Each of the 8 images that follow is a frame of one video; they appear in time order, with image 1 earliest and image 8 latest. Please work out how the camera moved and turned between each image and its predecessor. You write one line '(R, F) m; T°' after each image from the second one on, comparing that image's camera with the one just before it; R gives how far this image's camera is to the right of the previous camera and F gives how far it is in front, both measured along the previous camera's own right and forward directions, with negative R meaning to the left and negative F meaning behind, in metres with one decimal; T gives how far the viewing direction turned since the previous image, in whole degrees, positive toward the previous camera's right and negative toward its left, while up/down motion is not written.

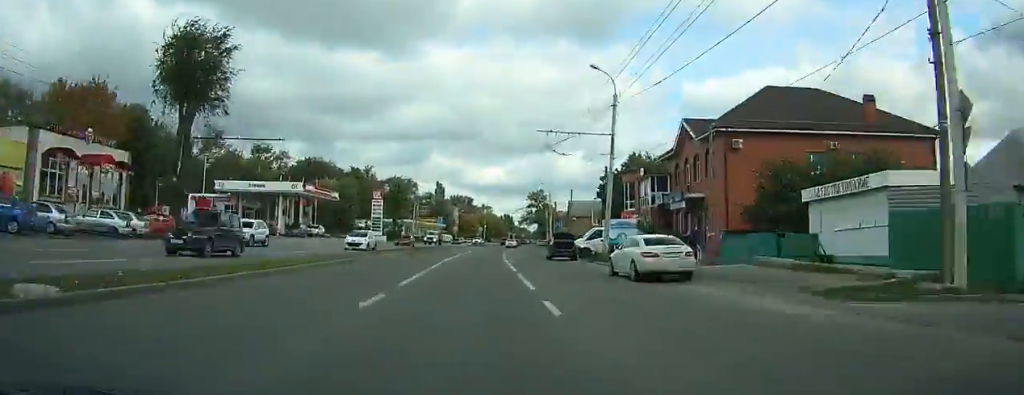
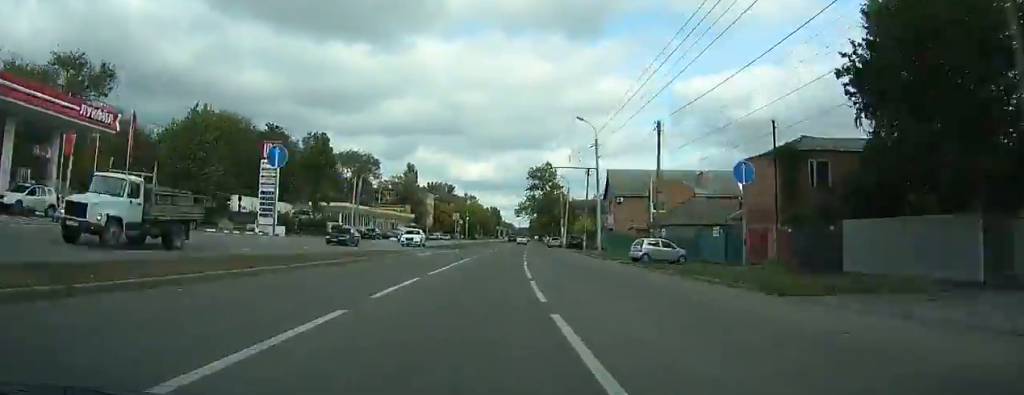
(-5.6, +51.7) m; -5°
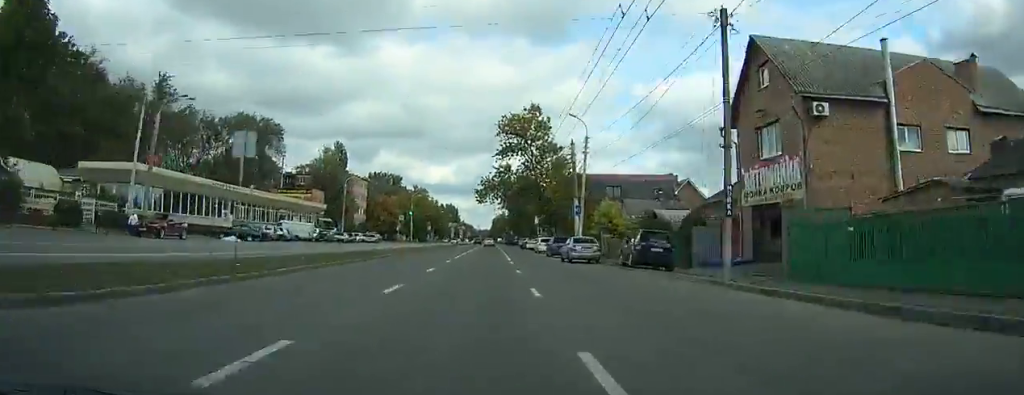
(+2.1, +50.8) m; +6°
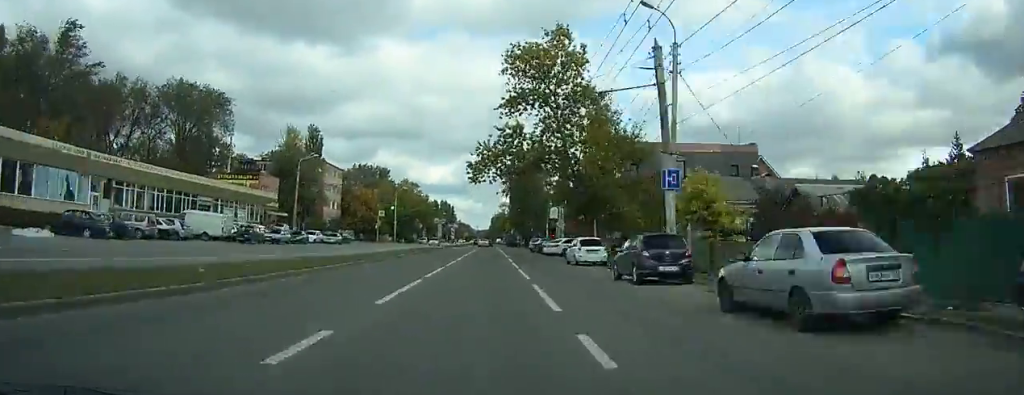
(+0.8, +23.7) m; +2°
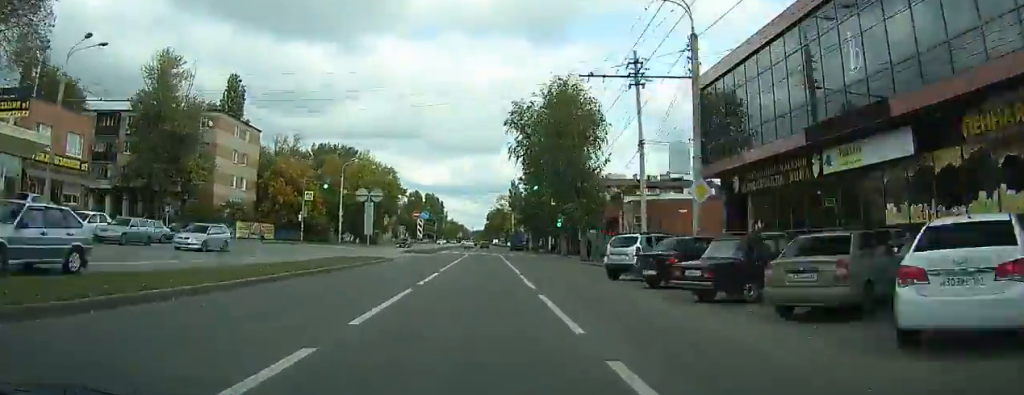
(+0.8, +42.5) m; +1°
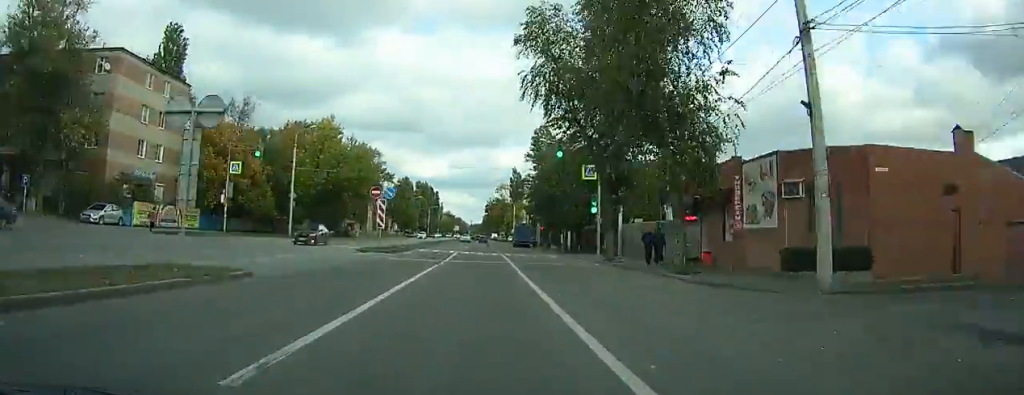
(+0.1, +20.4) m; 0°
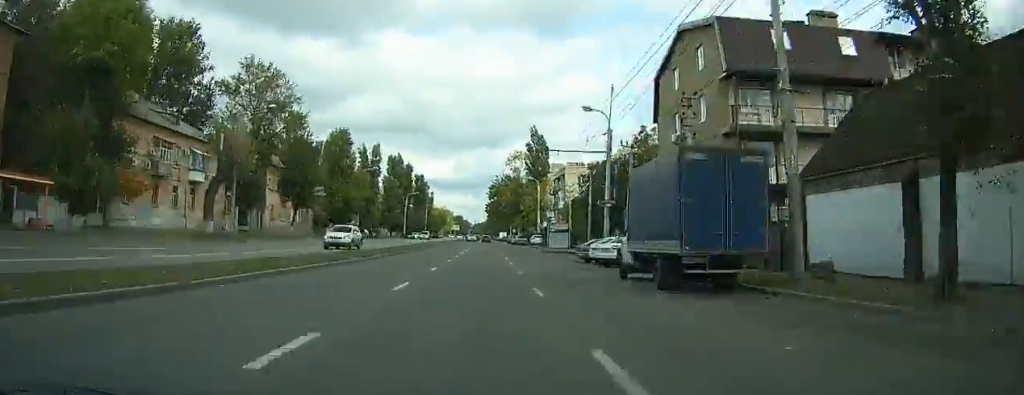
(+0.2, +67.5) m; 0°
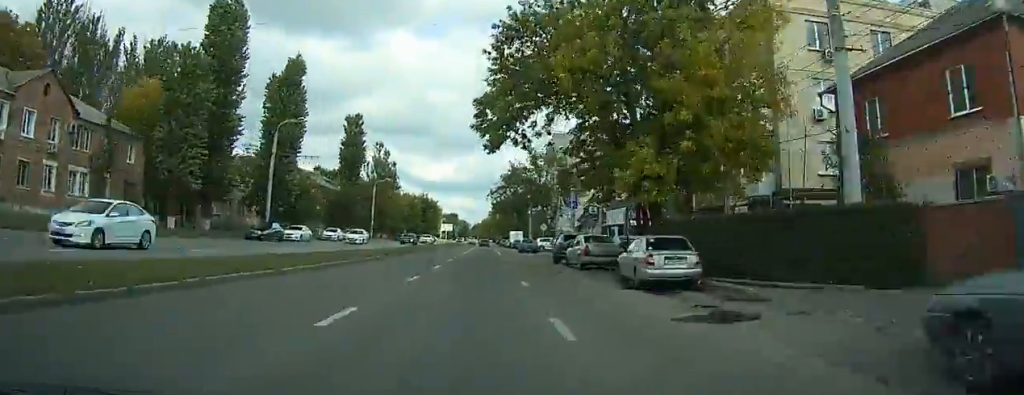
(+0.6, +84.4) m; 0°
